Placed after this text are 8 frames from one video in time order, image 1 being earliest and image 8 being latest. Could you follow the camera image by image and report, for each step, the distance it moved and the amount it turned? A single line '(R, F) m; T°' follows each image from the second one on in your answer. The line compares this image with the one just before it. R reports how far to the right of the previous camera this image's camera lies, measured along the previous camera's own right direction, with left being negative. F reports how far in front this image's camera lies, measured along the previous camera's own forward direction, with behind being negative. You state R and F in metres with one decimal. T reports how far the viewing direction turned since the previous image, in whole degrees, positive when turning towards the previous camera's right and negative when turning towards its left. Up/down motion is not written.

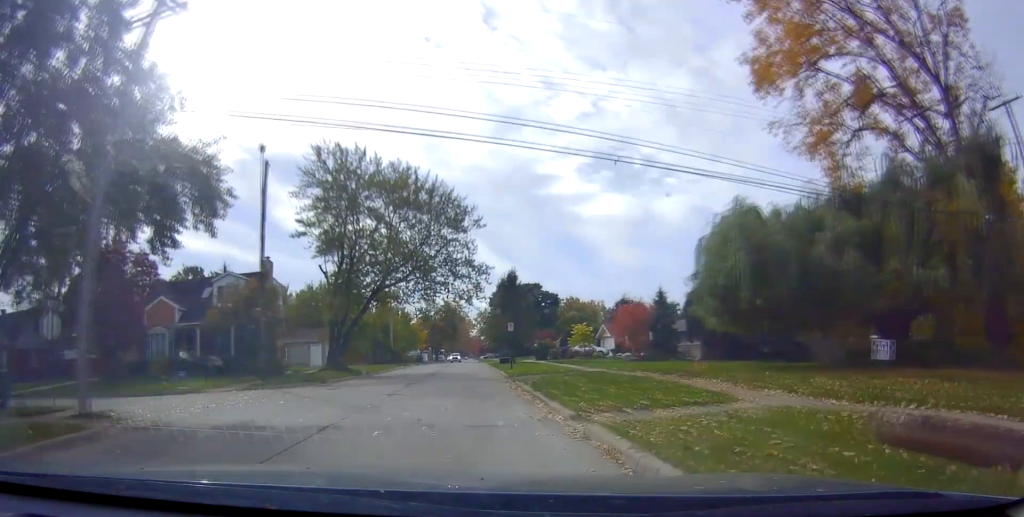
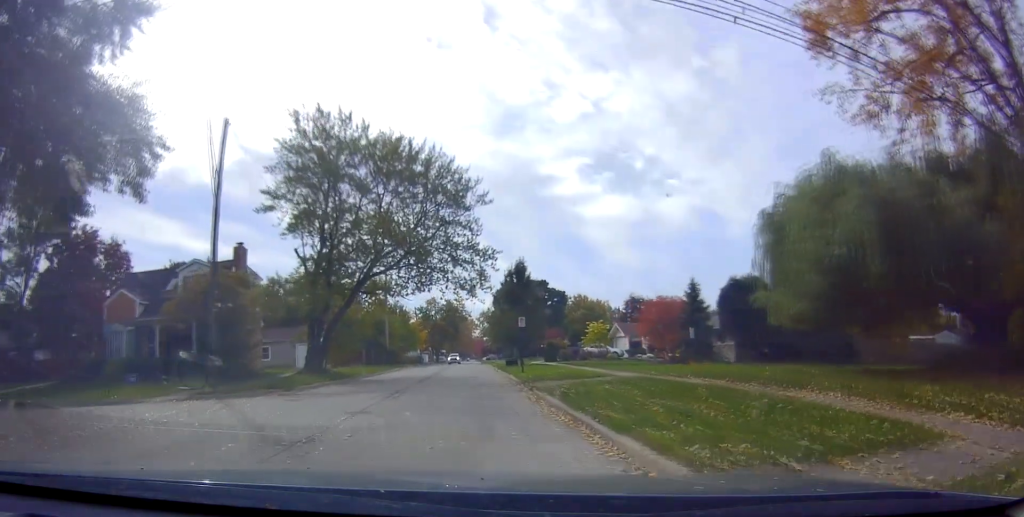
(0.0, +5.8) m; 0°
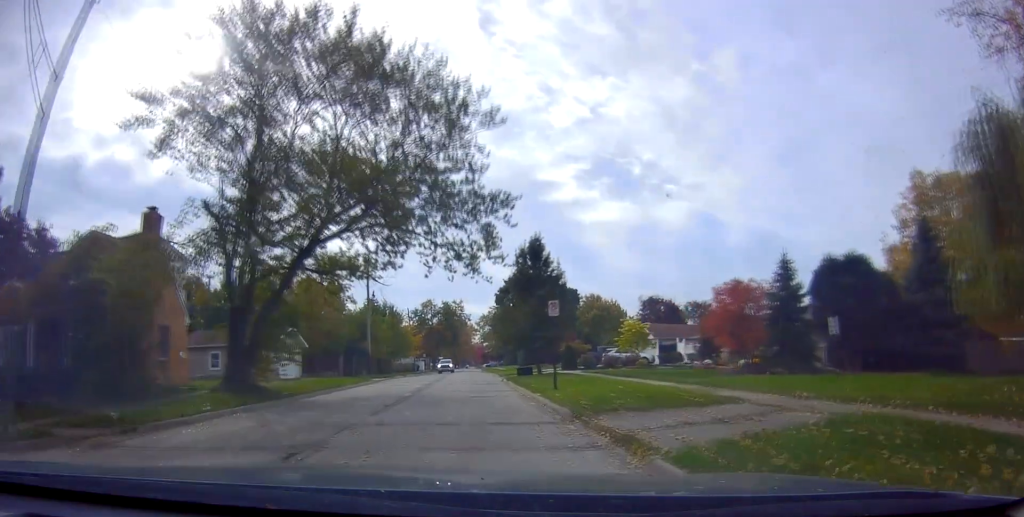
(0.0, +11.1) m; 0°
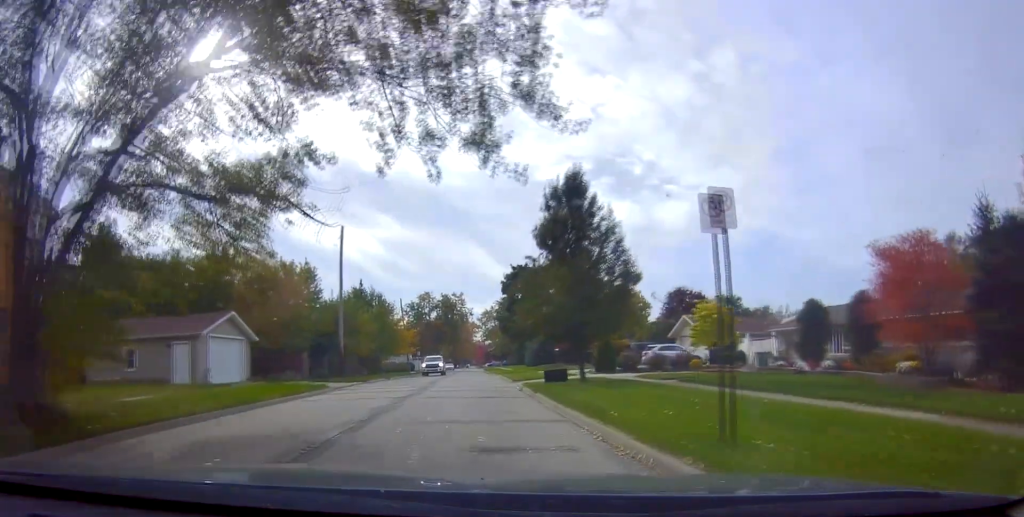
(0.0, +11.9) m; -2°
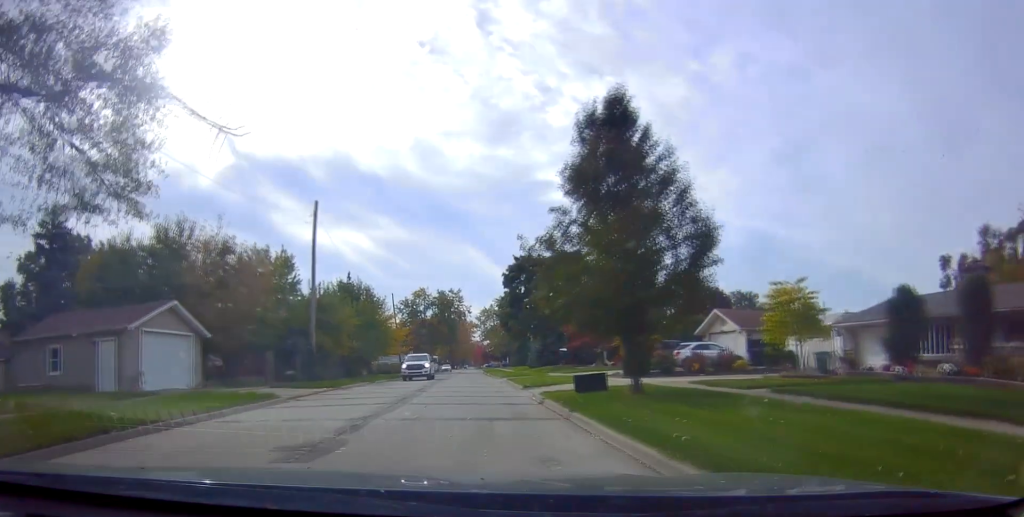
(-0.2, +6.8) m; -1°
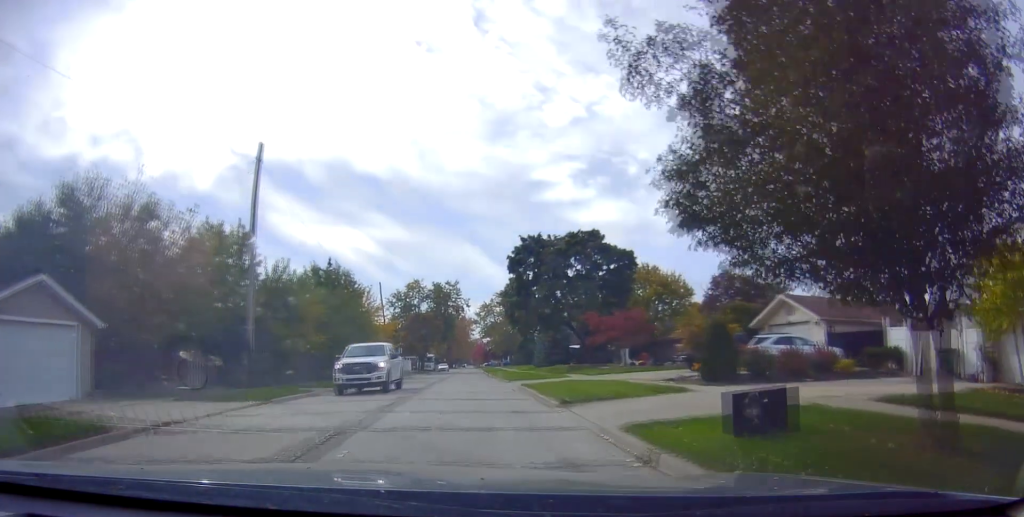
(+0.1, +9.6) m; +2°
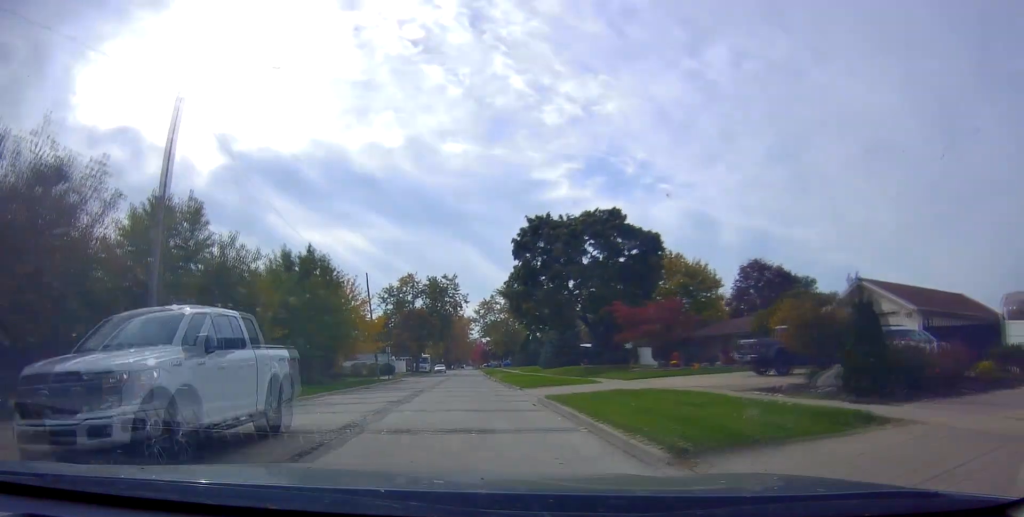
(+0.1, +7.7) m; +1°
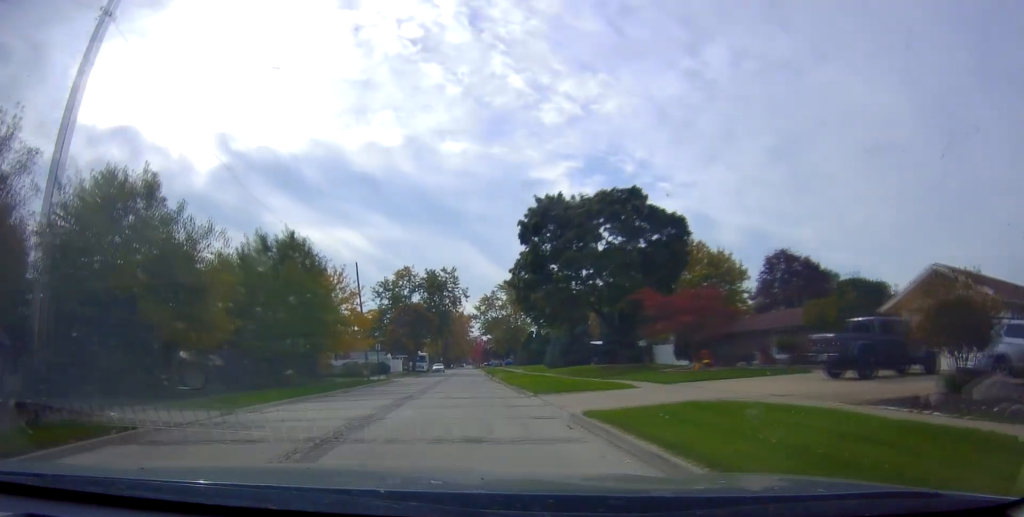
(0.0, +5.5) m; 0°
